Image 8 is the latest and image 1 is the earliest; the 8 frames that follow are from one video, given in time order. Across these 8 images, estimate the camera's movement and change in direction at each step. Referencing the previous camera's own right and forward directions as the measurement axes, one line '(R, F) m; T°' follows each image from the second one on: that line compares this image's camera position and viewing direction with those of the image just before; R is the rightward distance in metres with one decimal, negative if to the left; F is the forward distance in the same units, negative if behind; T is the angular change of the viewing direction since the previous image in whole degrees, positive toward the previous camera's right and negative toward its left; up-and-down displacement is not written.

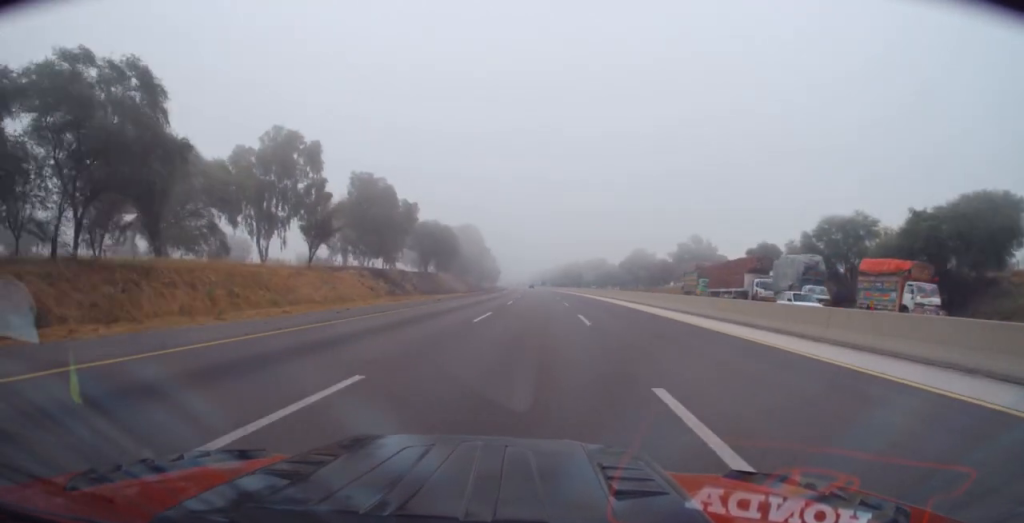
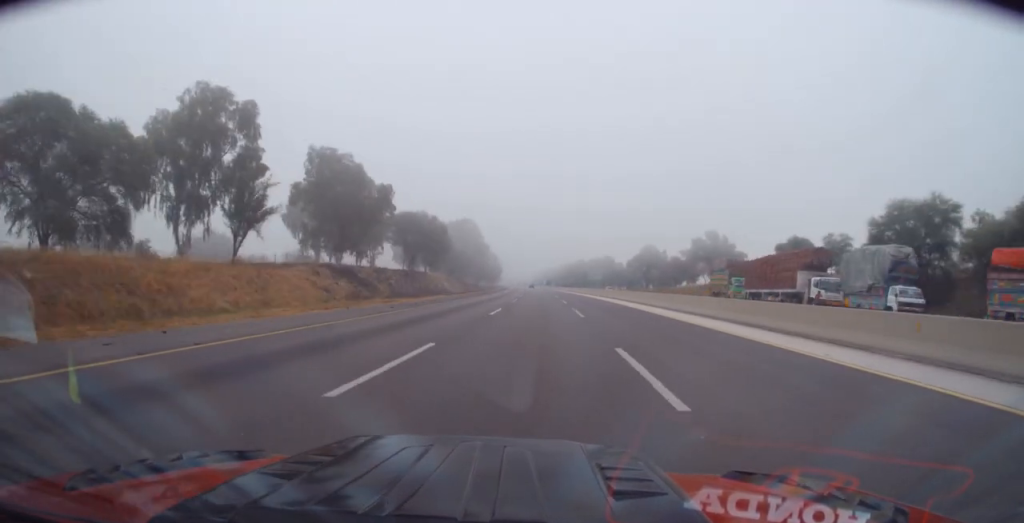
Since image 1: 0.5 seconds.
(+0.1, +13.2) m; 0°
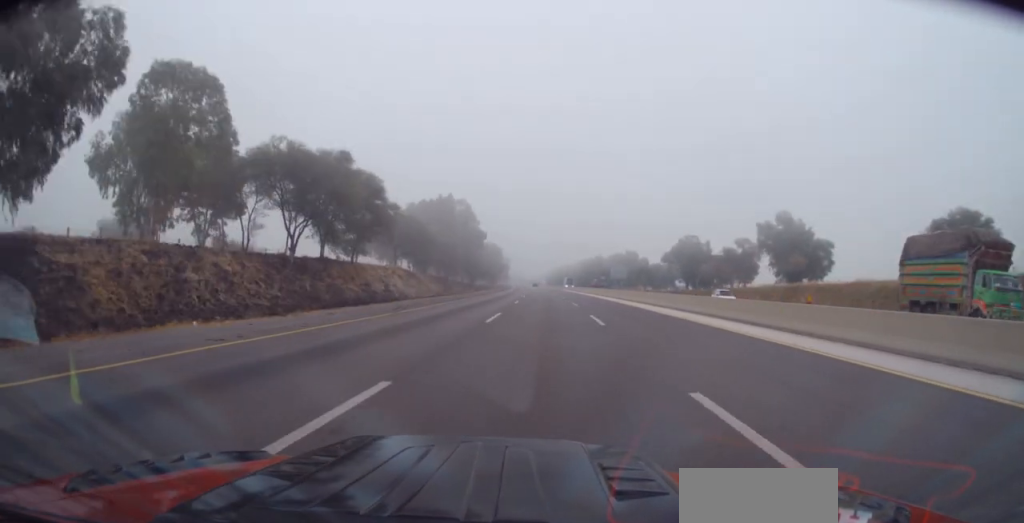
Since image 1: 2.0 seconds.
(-0.8, +40.5) m; -2°
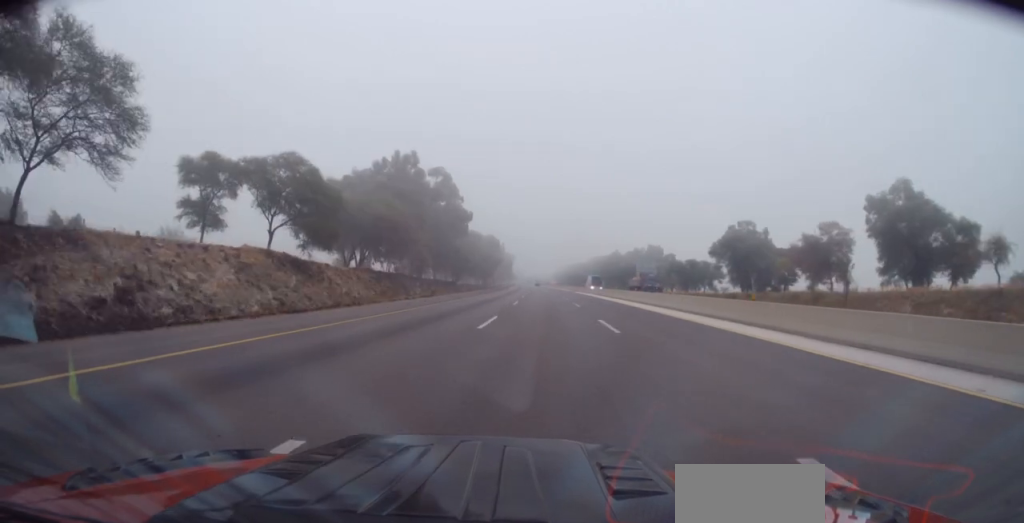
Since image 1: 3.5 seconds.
(-0.3, +38.4) m; -1°
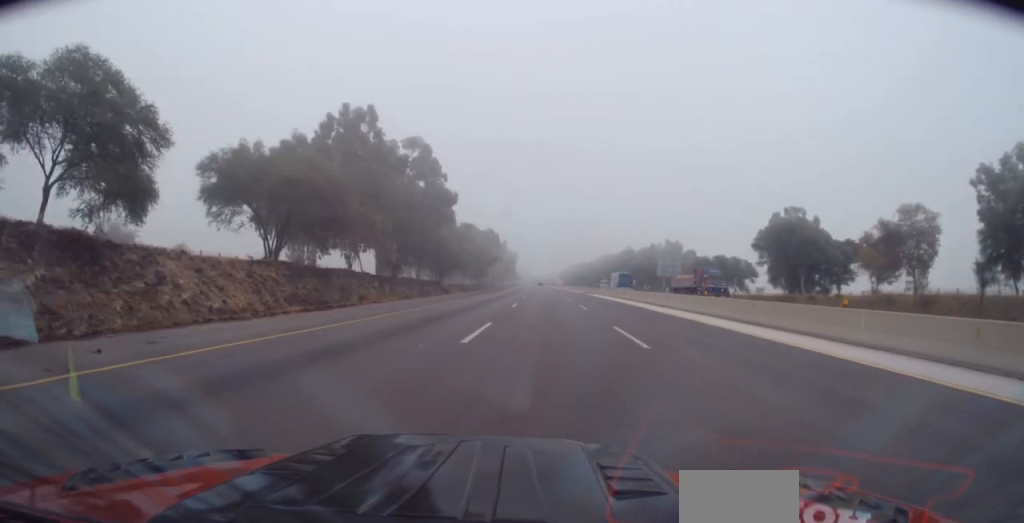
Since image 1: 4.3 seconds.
(-0.2, +21.8) m; 0°
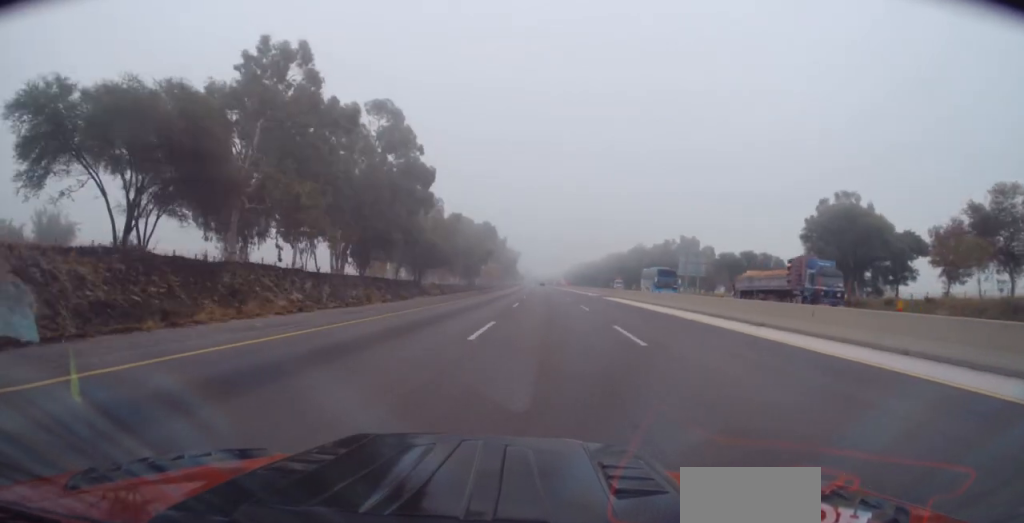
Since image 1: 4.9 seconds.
(-0.1, +17.3) m; 0°
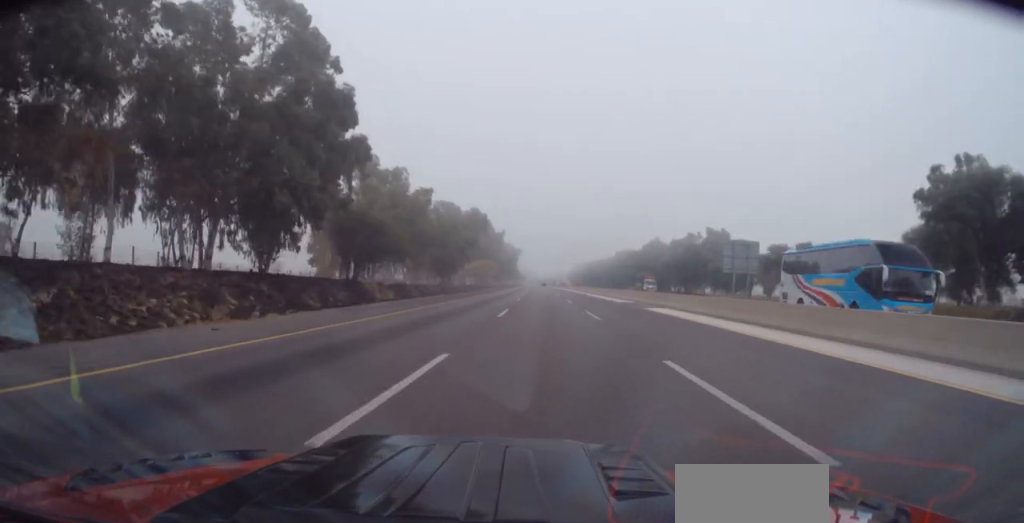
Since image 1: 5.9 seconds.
(+0.1, +26.5) m; -1°
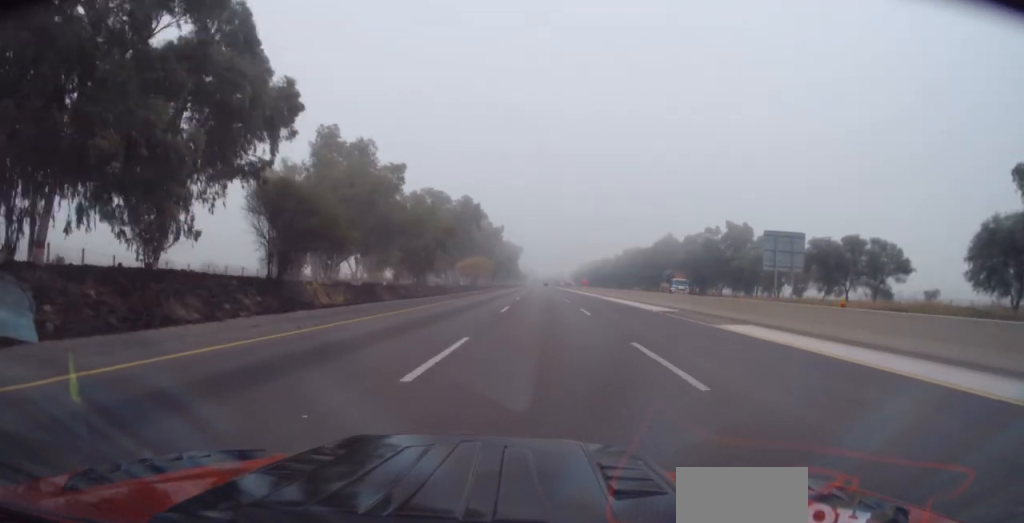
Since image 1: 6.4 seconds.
(-0.3, +14.6) m; 0°
